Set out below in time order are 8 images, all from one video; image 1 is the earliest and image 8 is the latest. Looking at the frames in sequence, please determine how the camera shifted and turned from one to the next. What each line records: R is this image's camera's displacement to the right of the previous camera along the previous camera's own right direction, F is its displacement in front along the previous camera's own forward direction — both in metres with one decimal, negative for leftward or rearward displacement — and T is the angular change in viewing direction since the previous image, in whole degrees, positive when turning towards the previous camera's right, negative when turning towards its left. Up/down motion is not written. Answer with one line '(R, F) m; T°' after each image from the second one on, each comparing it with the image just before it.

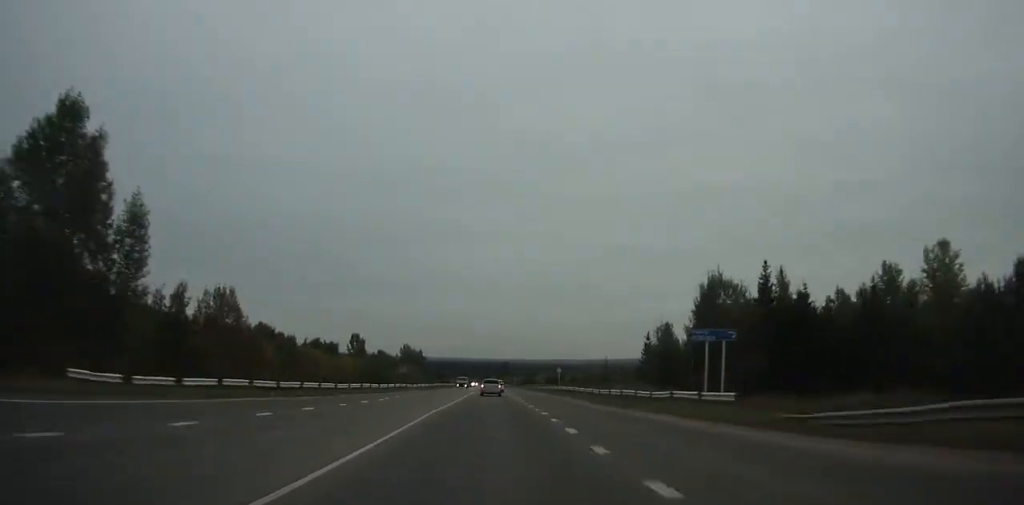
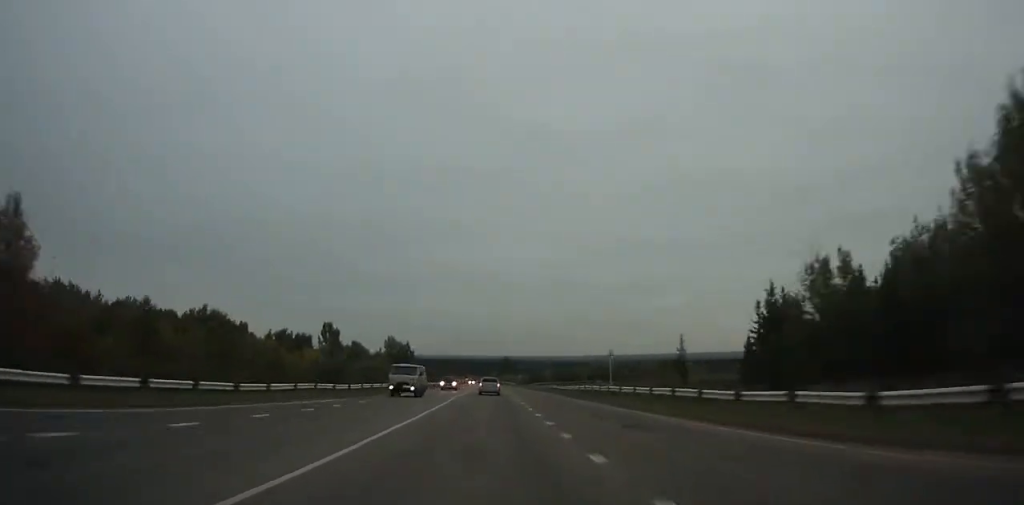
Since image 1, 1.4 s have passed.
(+0.2, +37.0) m; 0°
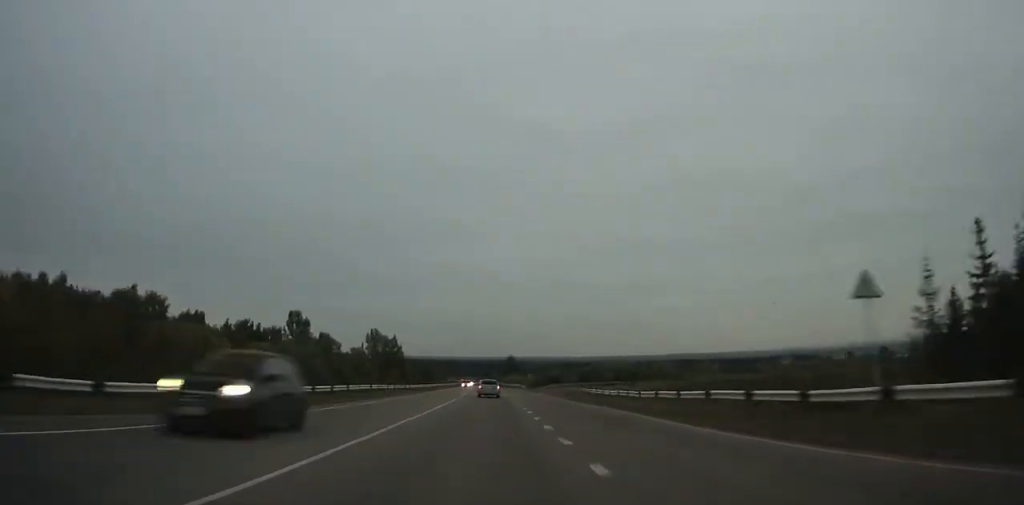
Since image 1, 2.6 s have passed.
(0.0, +31.9) m; 0°
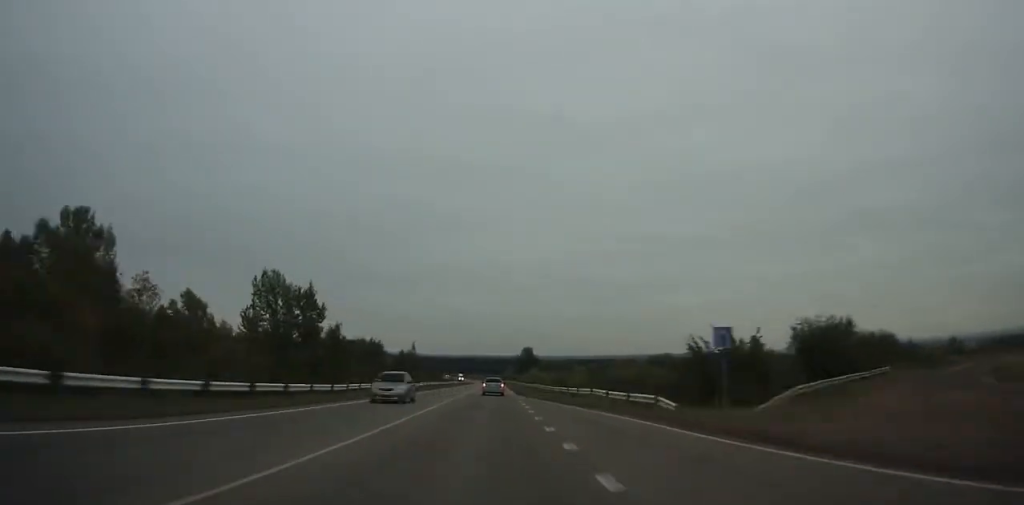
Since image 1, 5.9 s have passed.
(-0.5, +88.3) m; -1°
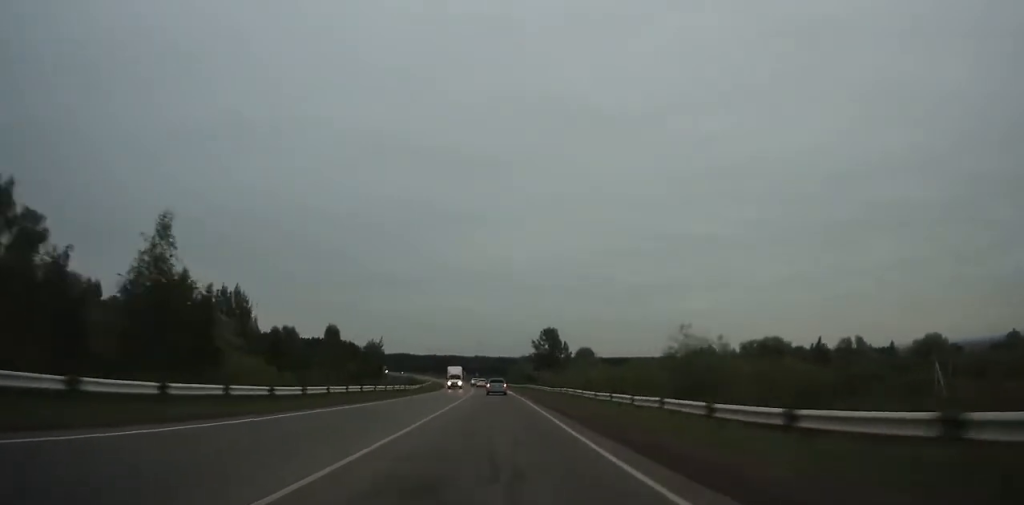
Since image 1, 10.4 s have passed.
(-0.7, +121.8) m; -1°
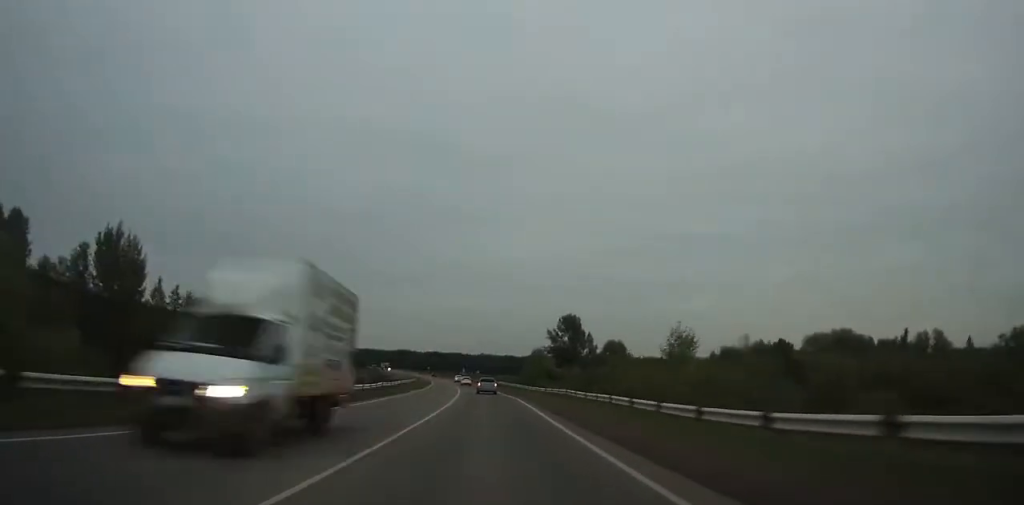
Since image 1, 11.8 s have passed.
(-0.2, +38.2) m; -1°
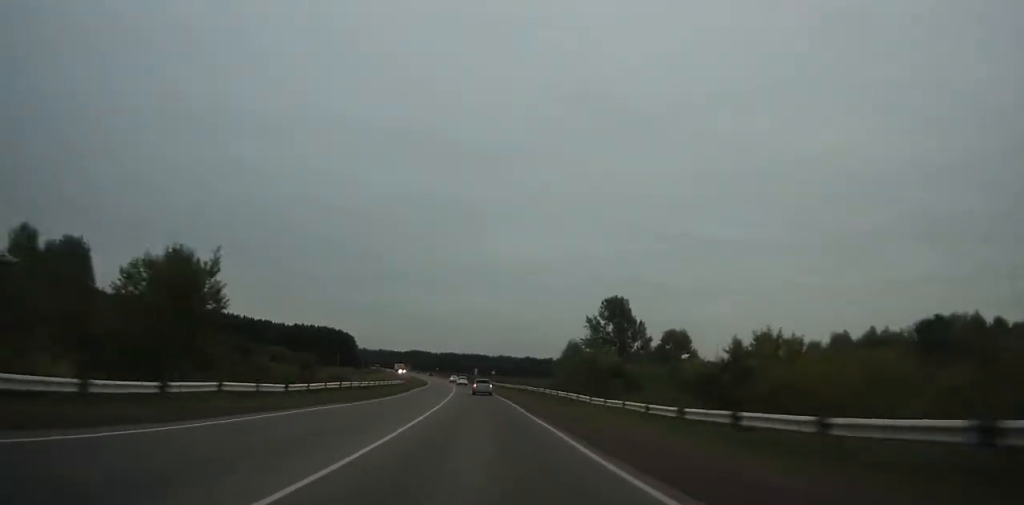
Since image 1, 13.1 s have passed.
(+0.3, +35.5) m; -1°
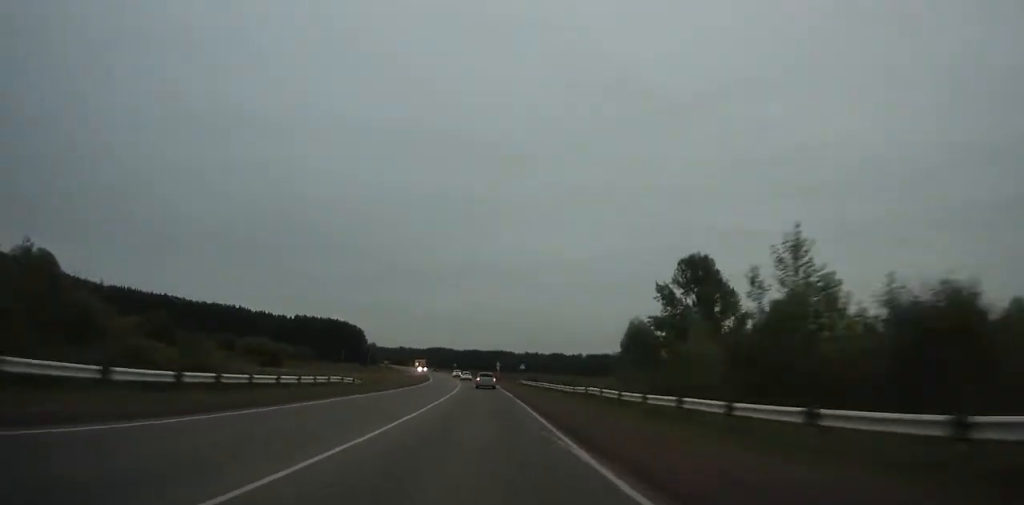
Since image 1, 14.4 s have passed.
(-0.5, +35.4) m; -2°
